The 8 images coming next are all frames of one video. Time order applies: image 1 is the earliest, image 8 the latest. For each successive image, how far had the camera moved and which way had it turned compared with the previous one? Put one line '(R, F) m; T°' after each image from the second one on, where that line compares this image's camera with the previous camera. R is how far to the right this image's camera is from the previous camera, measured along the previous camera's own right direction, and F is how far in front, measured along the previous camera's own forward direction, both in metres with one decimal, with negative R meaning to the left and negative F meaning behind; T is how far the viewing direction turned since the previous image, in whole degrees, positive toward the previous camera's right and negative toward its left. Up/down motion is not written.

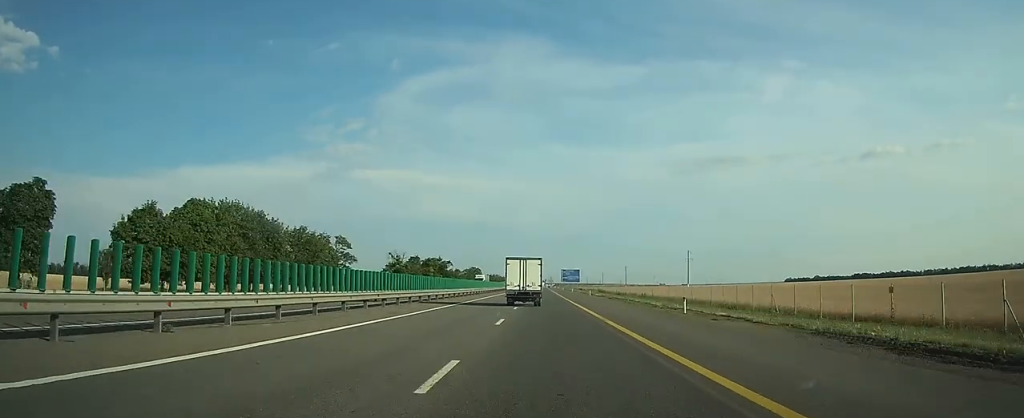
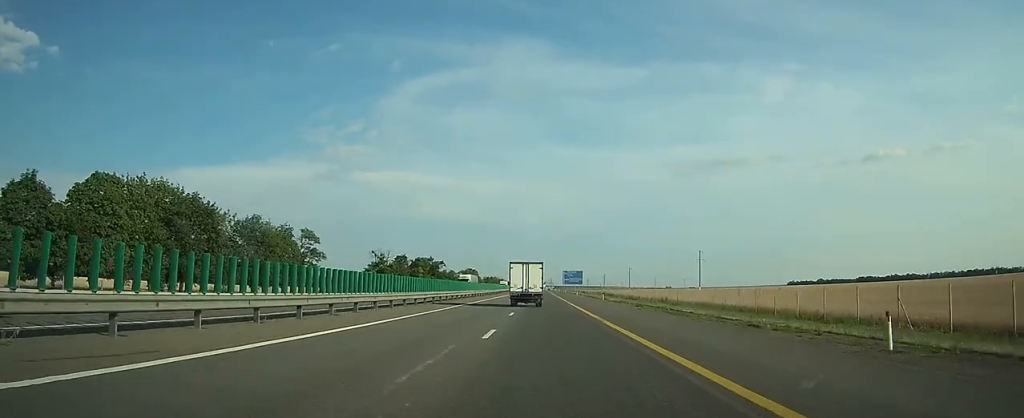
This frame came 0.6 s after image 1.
(0.0, +16.5) m; 0°
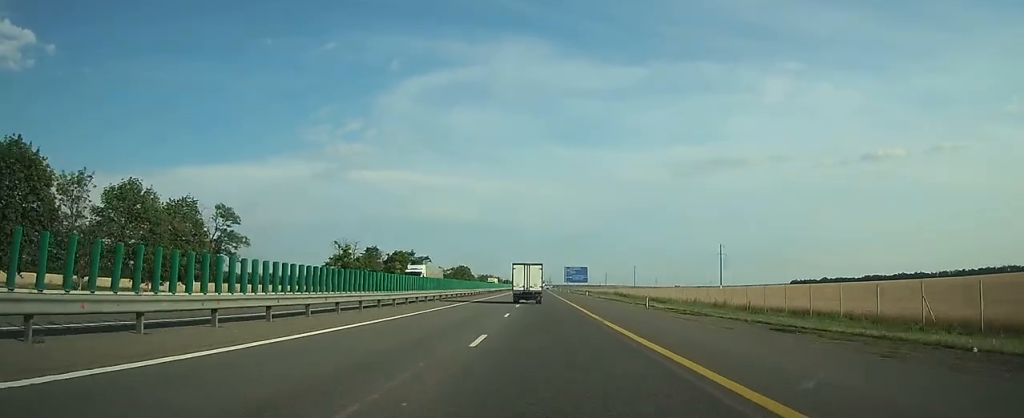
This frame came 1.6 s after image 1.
(+0.1, +26.2) m; 0°
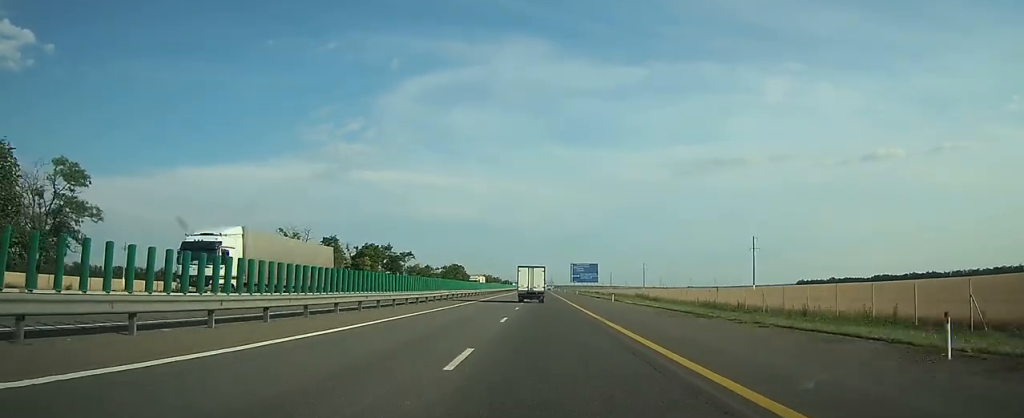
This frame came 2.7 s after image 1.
(0.0, +27.2) m; 0°
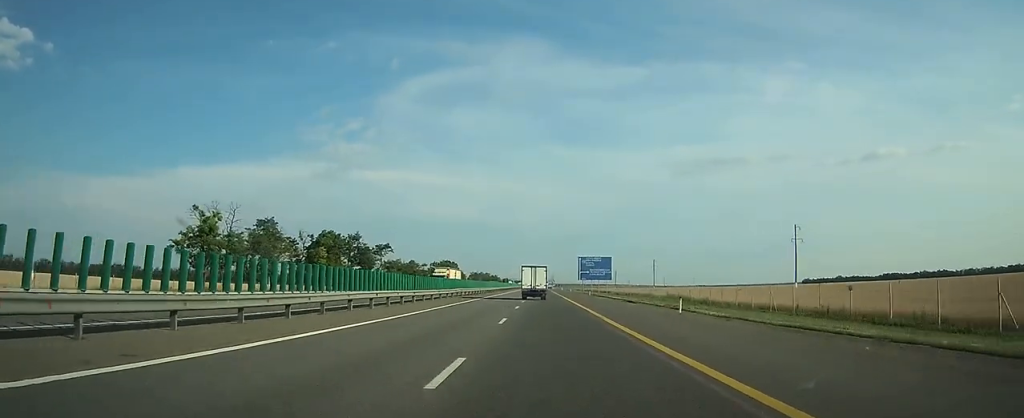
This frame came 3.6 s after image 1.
(0.0, +25.6) m; 0°
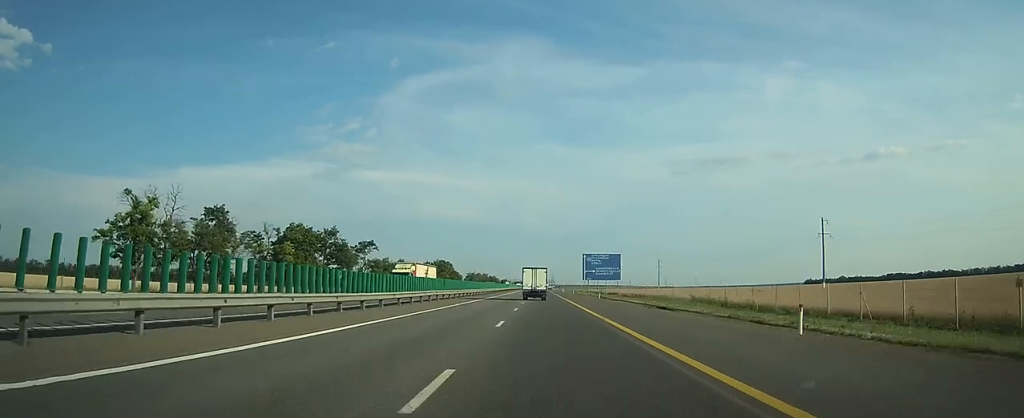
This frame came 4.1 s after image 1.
(0.0, +13.2) m; 0°
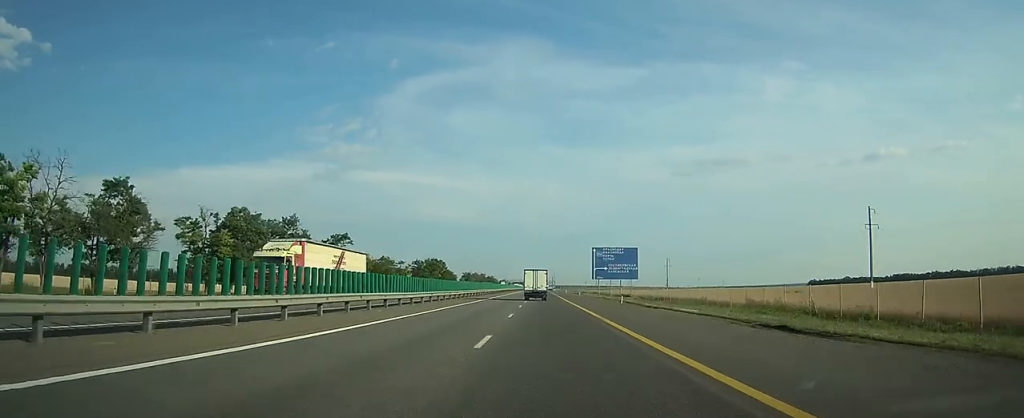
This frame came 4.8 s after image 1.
(0.0, +17.7) m; 0°
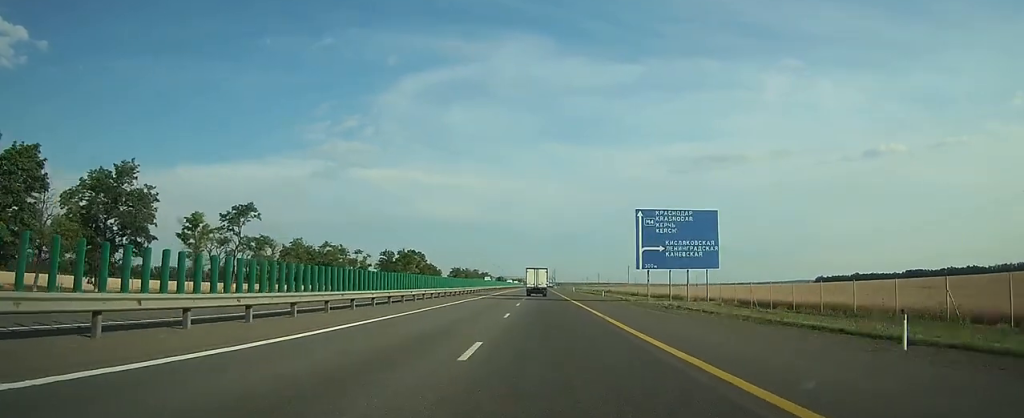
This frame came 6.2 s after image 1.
(0.0, +37.8) m; 0°
